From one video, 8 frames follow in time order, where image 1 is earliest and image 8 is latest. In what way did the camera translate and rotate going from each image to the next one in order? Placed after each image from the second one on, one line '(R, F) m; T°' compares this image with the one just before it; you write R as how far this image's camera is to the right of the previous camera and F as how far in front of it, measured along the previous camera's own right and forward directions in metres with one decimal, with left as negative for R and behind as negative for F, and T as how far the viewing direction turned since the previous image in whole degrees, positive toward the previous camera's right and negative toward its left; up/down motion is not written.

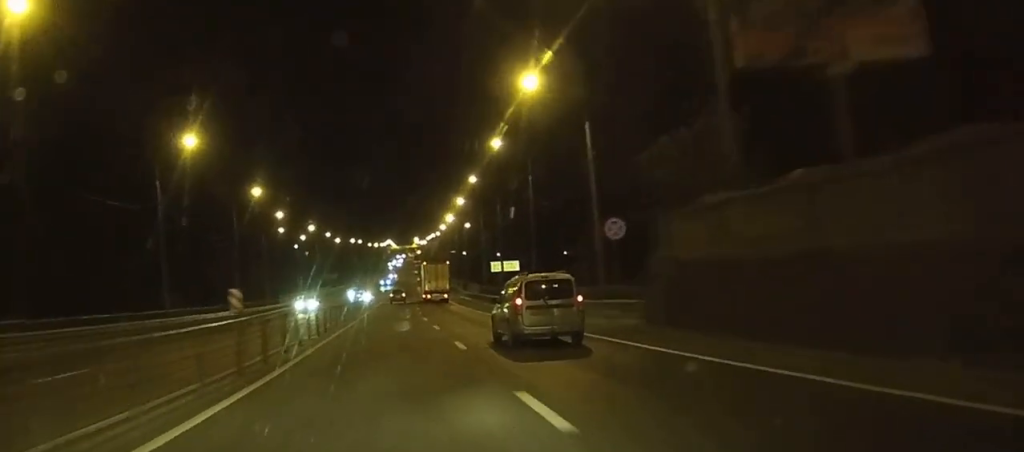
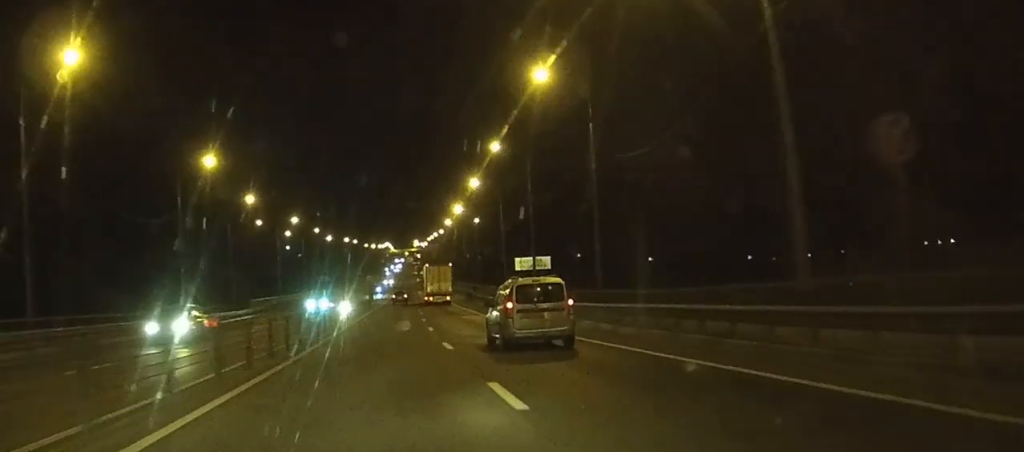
(0.0, +21.1) m; 0°
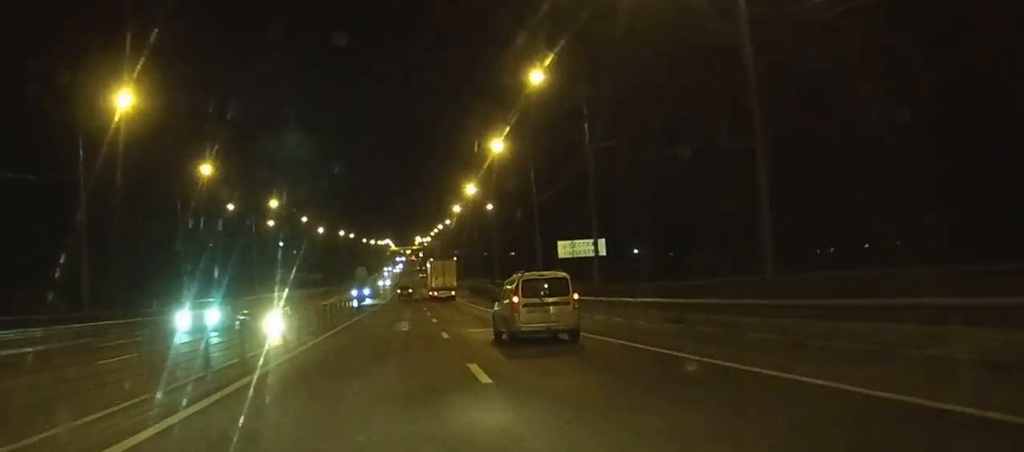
(-0.1, +21.0) m; 0°
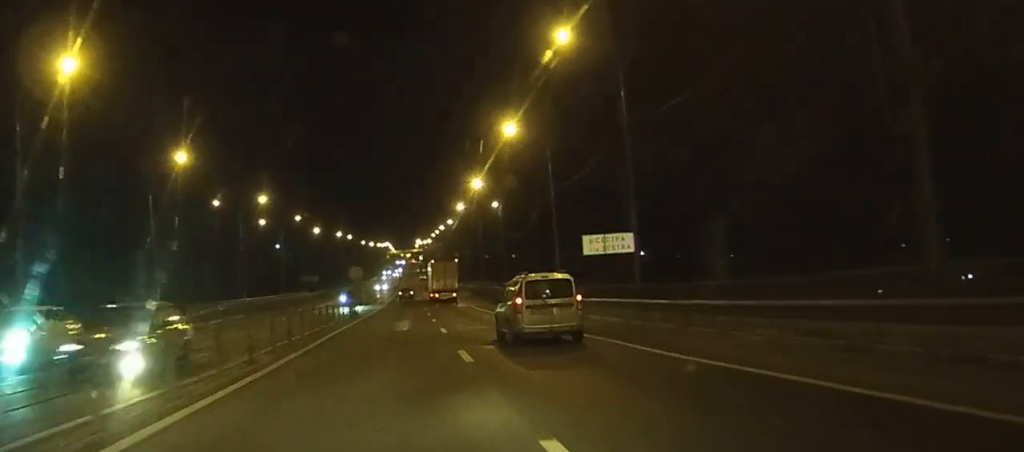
(0.0, +8.1) m; 0°
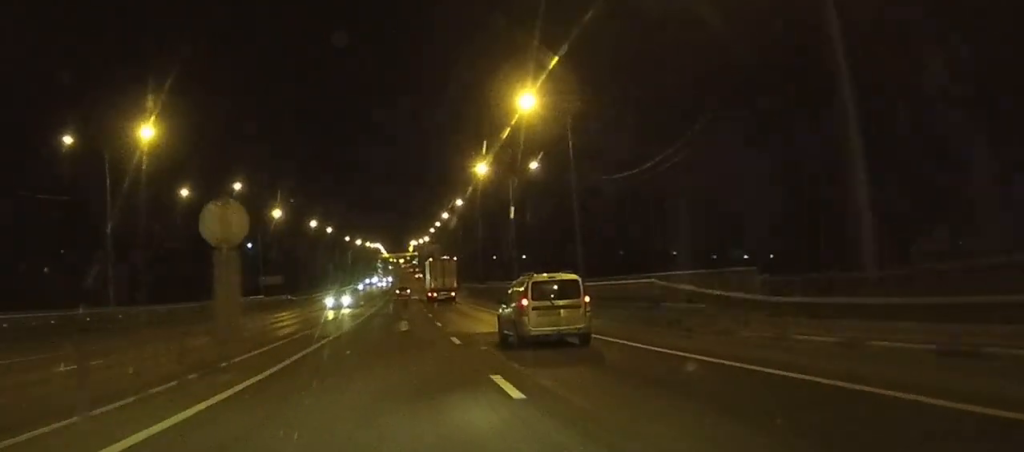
(+0.1, +41.3) m; 0°
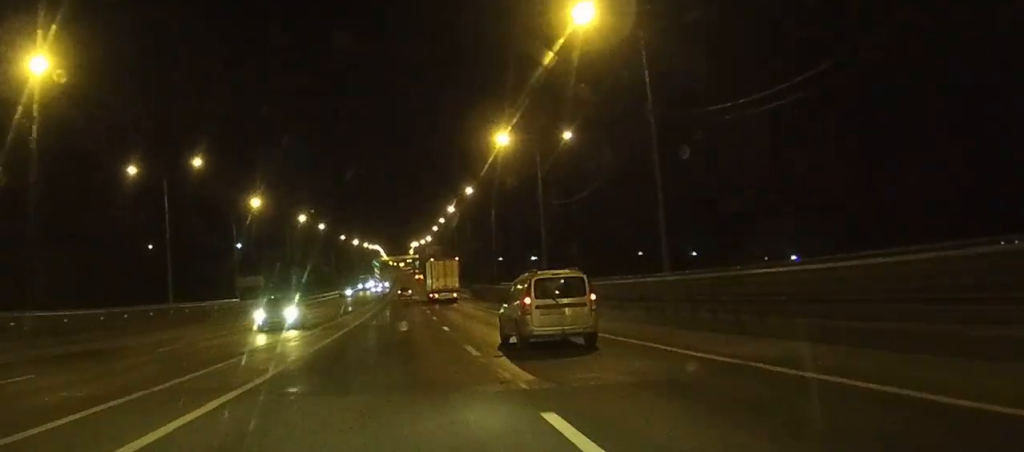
(0.0, +16.6) m; 0°
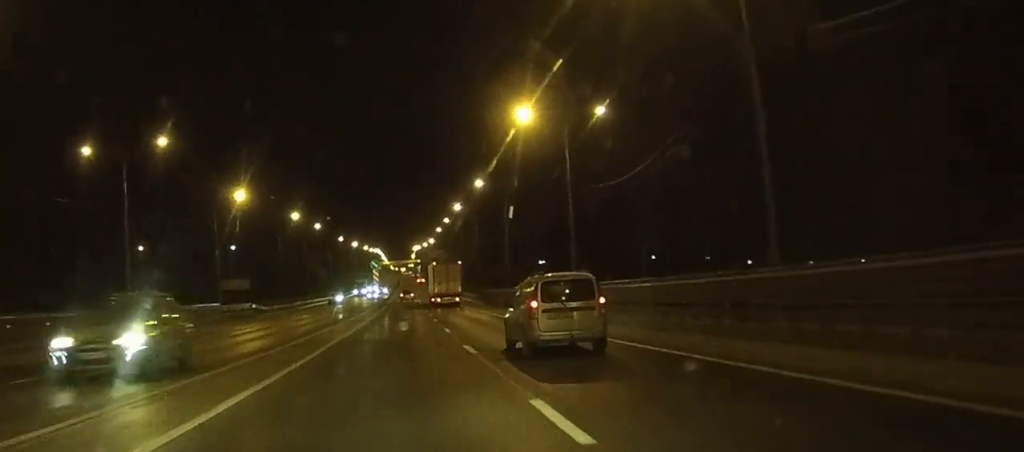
(0.0, +10.3) m; 0°
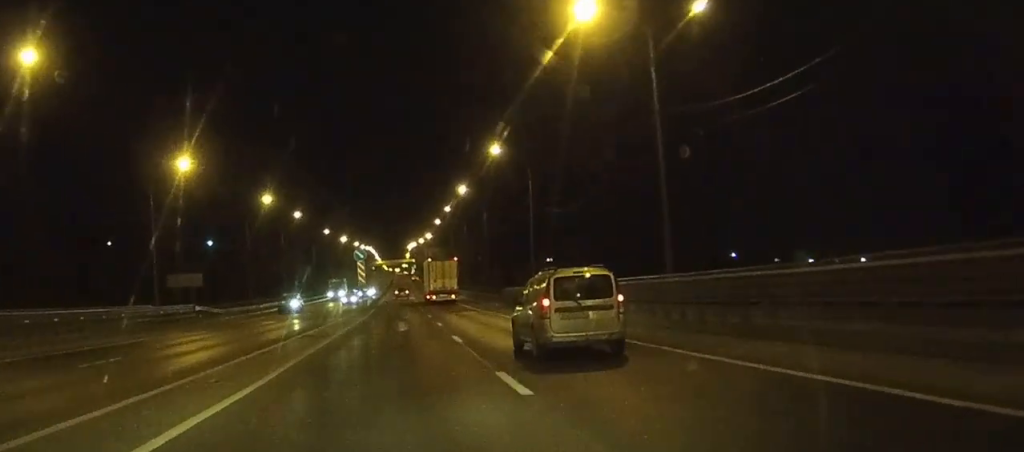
(+0.1, +20.3) m; +1°
